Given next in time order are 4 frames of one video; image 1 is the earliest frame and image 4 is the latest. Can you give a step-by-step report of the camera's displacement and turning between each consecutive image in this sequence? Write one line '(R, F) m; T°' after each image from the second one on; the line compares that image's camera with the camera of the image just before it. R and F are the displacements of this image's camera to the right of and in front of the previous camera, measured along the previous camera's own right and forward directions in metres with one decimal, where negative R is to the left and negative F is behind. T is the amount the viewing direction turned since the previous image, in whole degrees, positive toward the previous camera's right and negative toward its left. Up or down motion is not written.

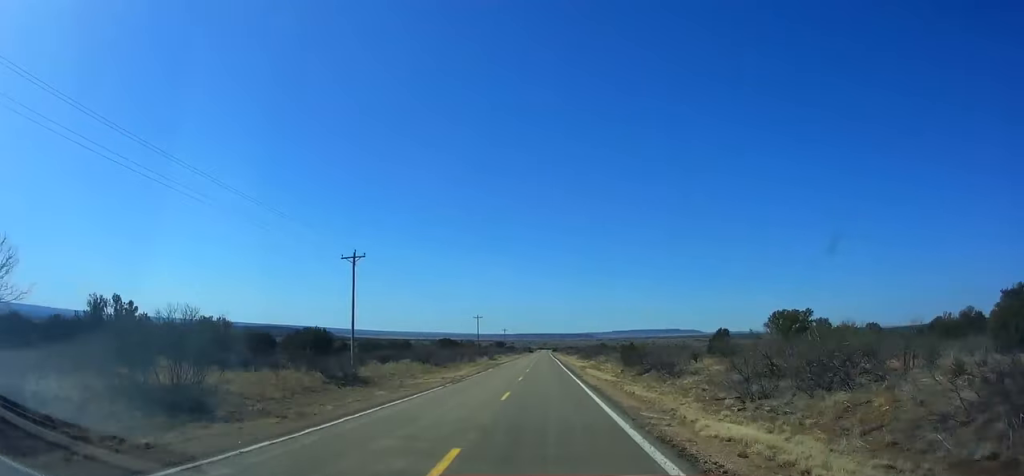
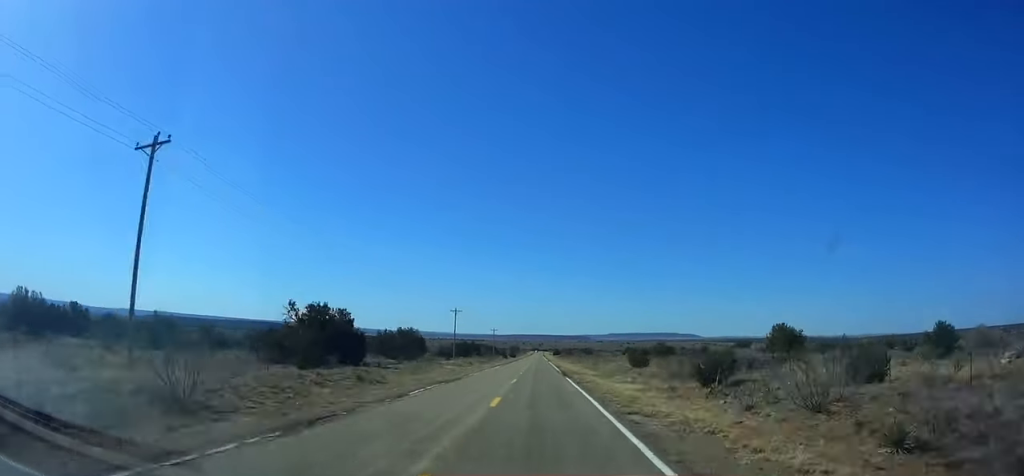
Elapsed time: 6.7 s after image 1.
(+0.3, +212.7) m; 0°
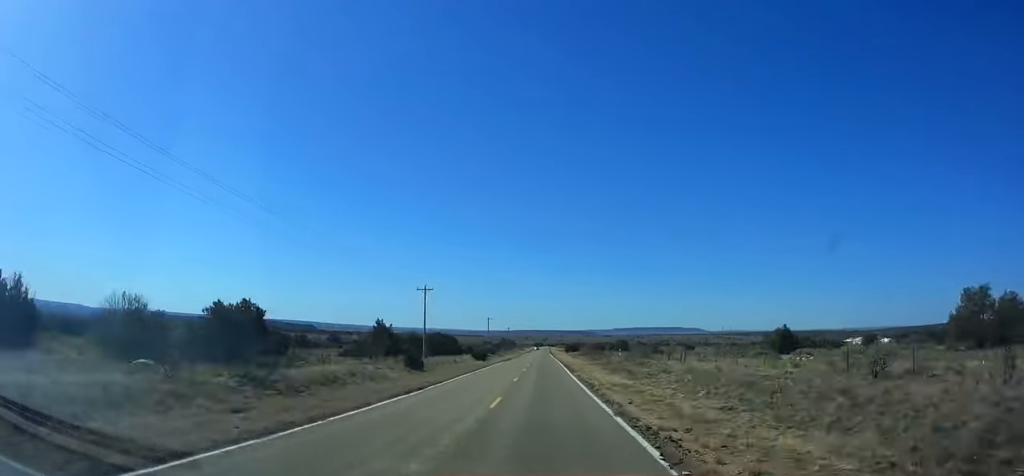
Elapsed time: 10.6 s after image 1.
(-0.3, +124.1) m; 0°
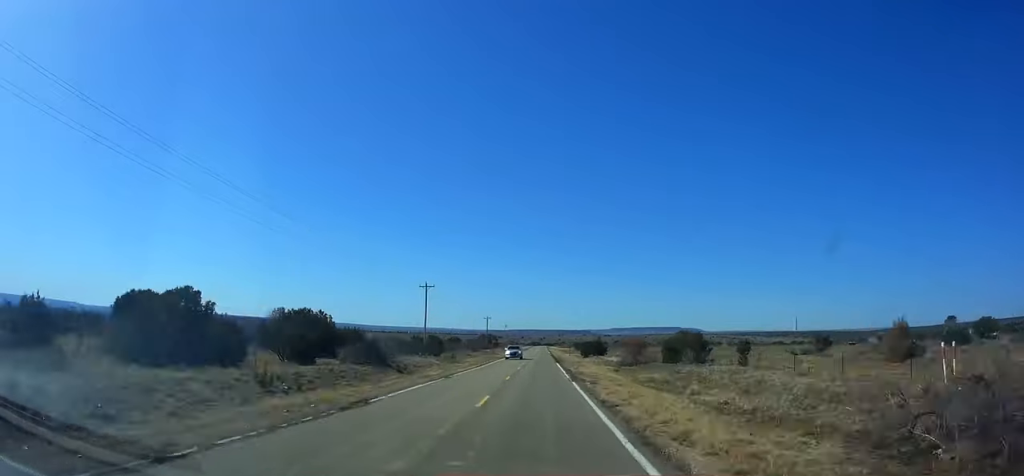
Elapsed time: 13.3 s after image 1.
(+0.5, +86.4) m; 0°
